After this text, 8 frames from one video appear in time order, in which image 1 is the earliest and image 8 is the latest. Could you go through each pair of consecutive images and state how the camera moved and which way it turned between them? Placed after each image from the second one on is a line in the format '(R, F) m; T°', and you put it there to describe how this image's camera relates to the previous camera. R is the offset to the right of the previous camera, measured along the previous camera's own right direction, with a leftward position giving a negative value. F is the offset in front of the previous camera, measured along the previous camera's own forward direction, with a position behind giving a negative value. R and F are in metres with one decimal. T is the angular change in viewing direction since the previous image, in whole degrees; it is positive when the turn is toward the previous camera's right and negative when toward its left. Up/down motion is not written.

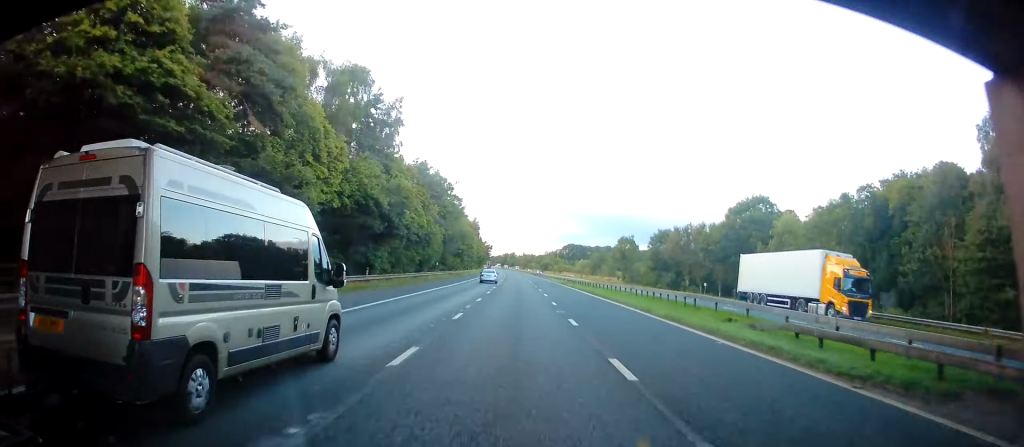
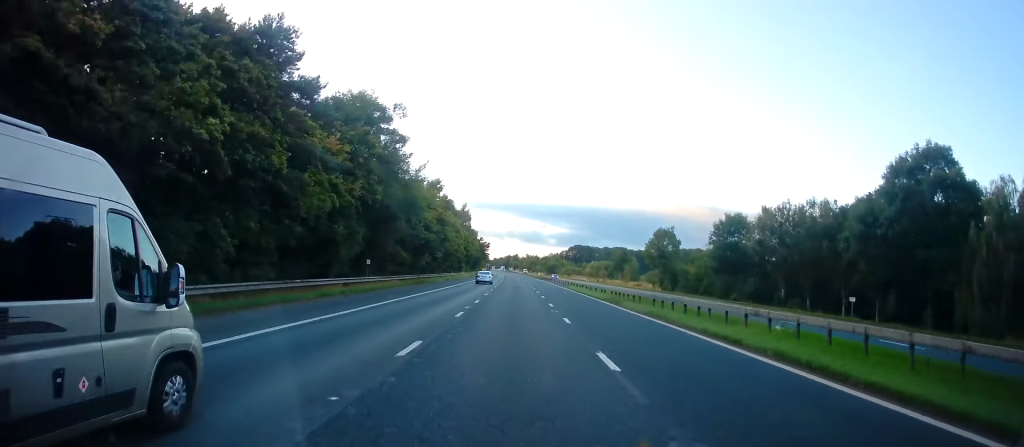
(+0.2, +35.7) m; 0°
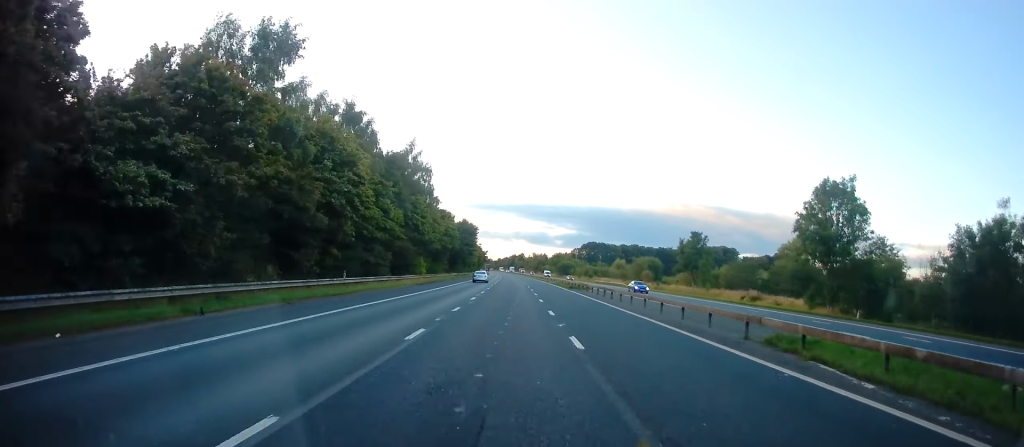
(-0.8, +59.5) m; -1°
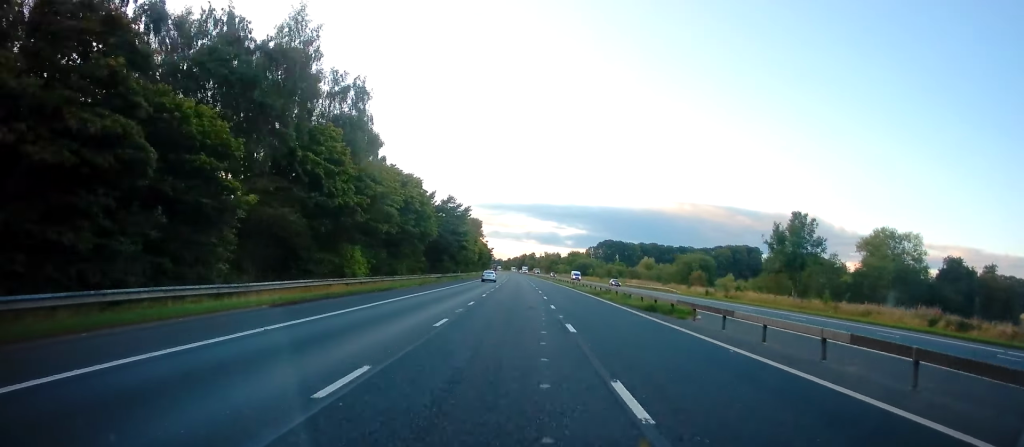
(+0.1, +32.6) m; 0°
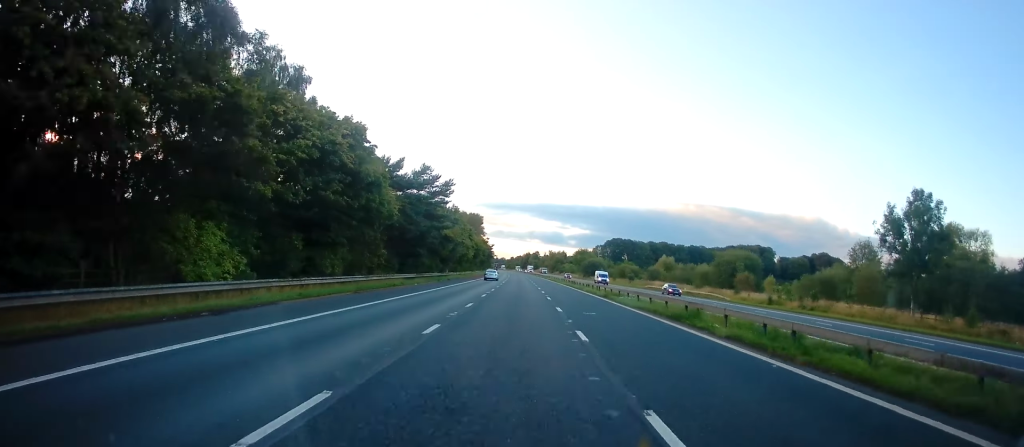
(-0.1, +20.7) m; -1°
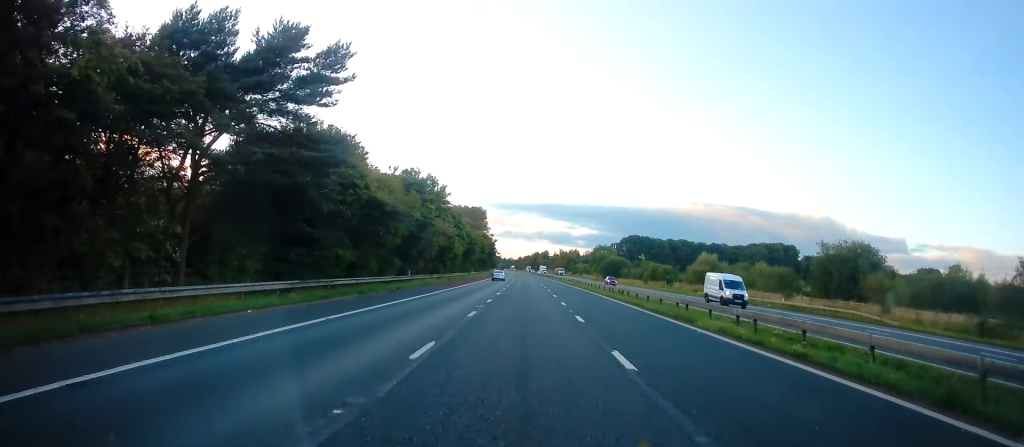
(-0.2, +31.5) m; -1°
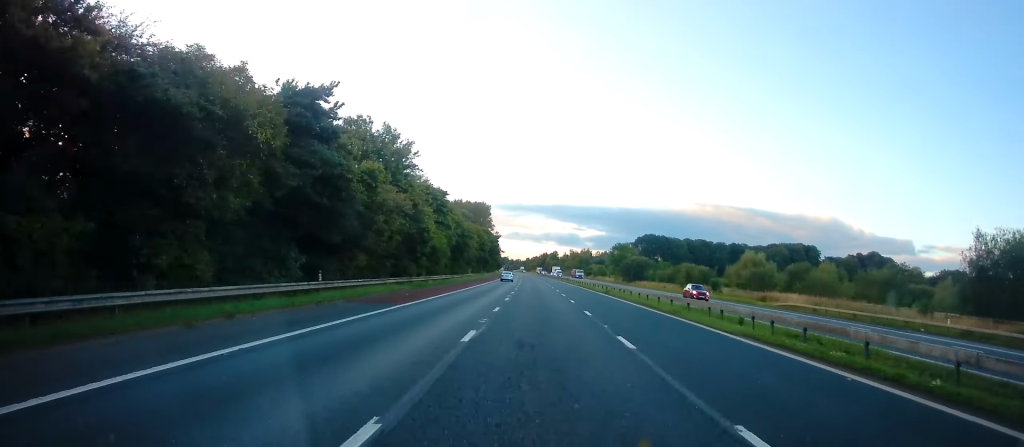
(0.0, +23.8) m; -1°
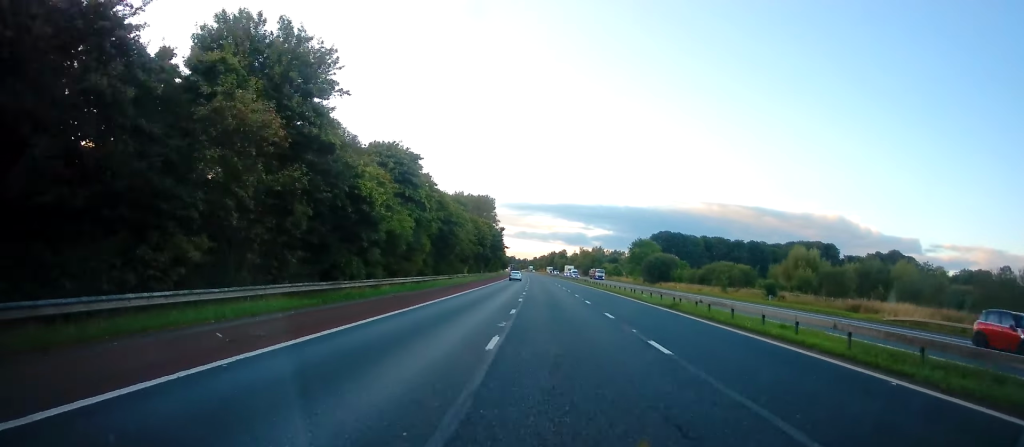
(0.0, +19.5) m; -1°
